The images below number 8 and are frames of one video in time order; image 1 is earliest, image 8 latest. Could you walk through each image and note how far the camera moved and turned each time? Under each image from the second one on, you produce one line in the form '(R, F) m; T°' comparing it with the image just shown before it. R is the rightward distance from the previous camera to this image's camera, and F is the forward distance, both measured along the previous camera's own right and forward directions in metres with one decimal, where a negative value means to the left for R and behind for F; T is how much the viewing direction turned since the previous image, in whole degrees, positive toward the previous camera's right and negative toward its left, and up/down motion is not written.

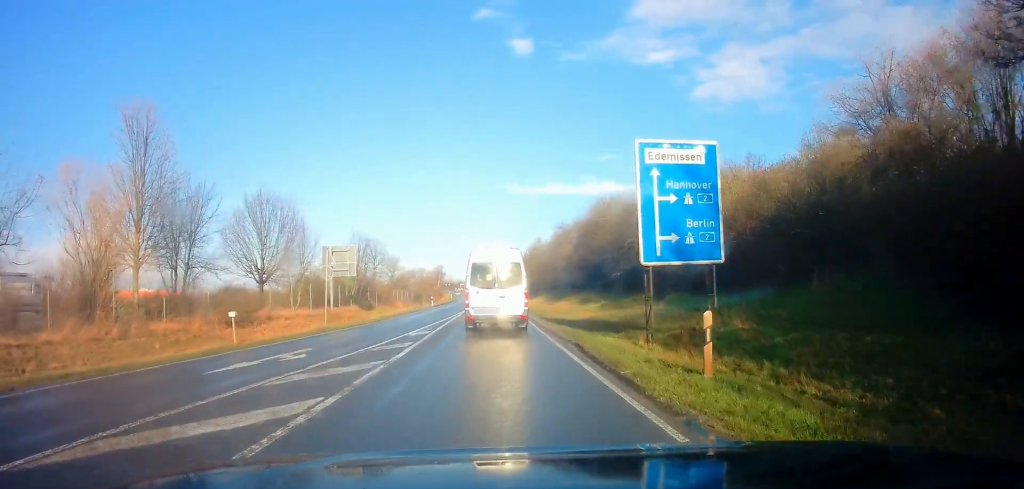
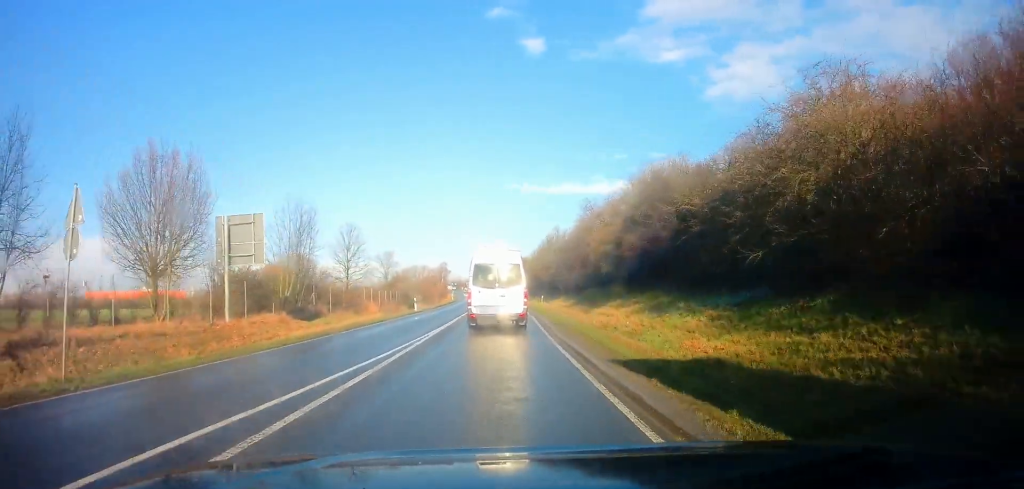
(0.0, +16.4) m; 0°
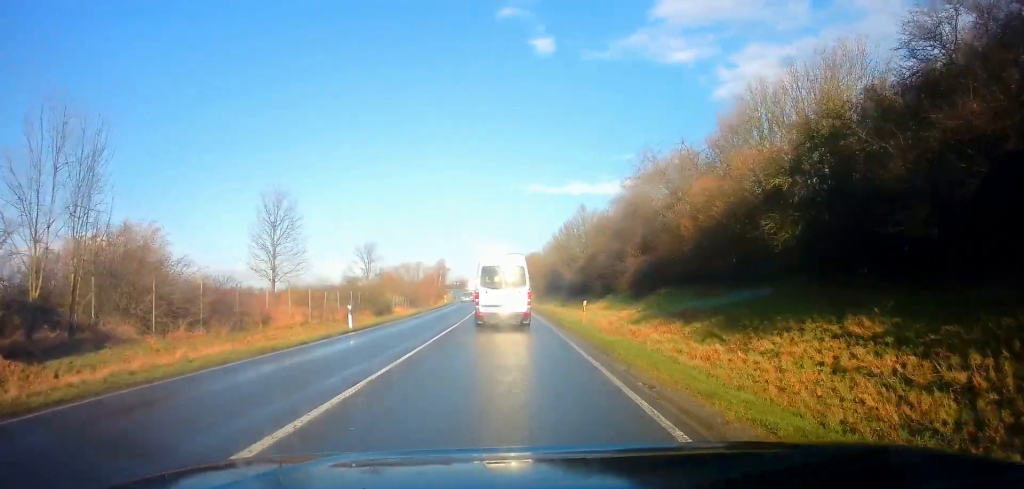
(0.0, +20.3) m; 0°
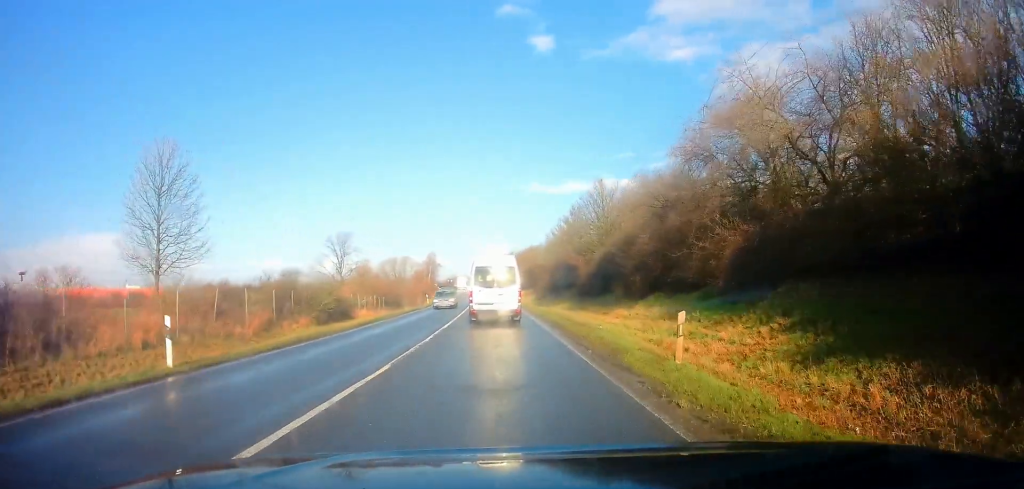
(-0.1, +13.4) m; -1°
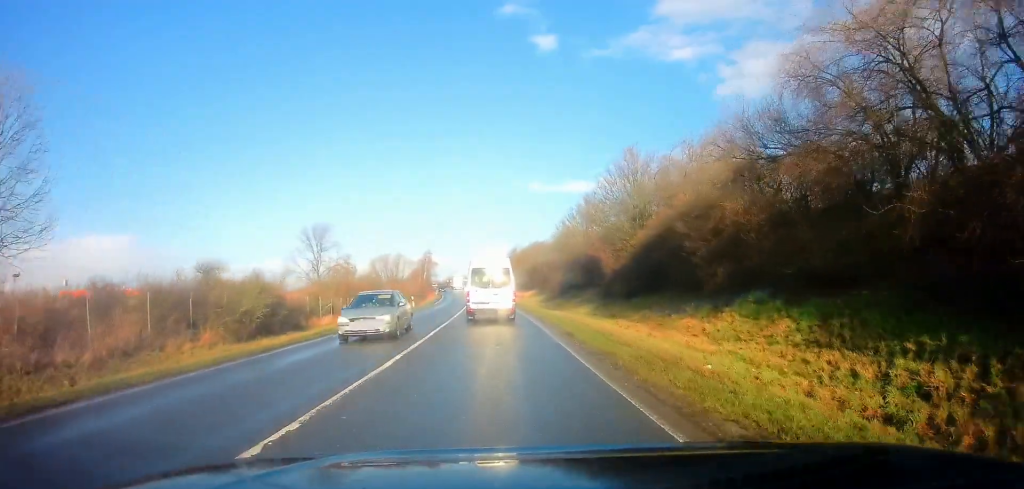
(0.0, +10.8) m; 0°
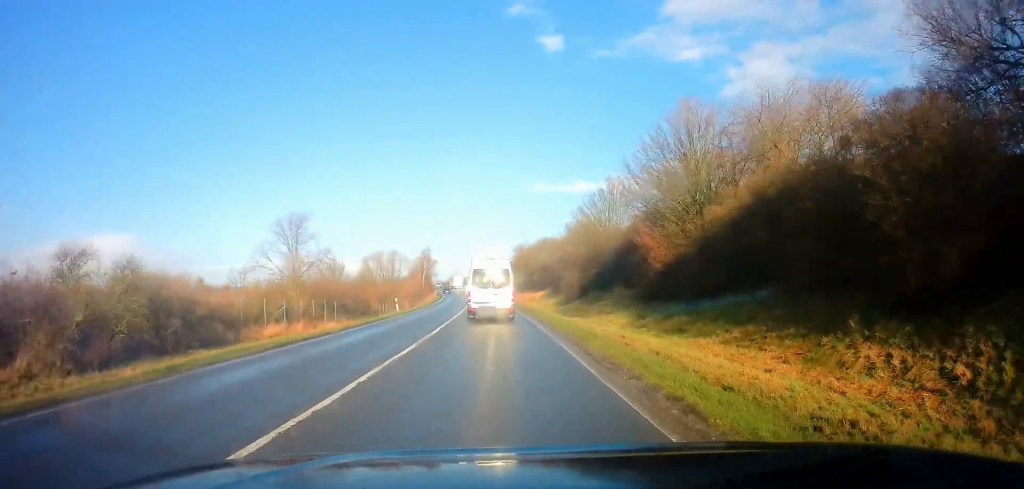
(+0.2, +10.0) m; 0°
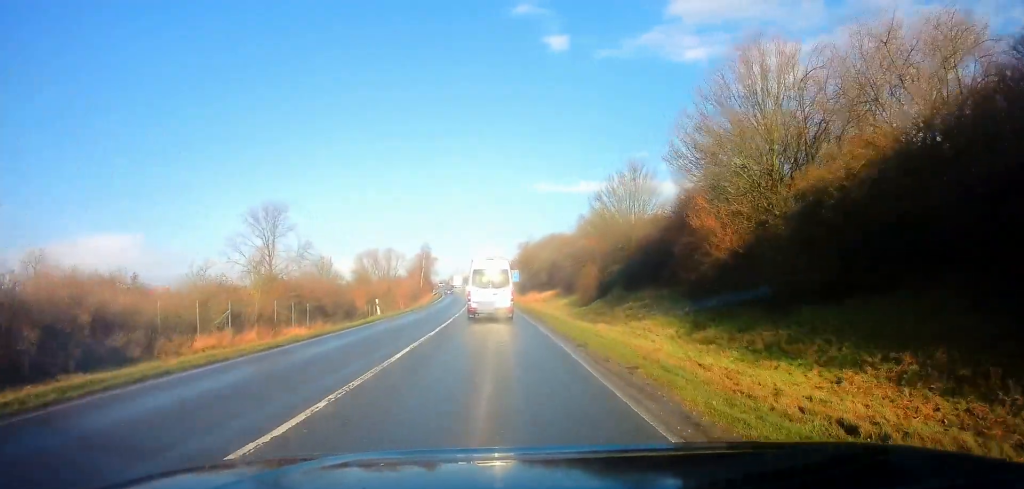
(-0.1, +7.2) m; -1°
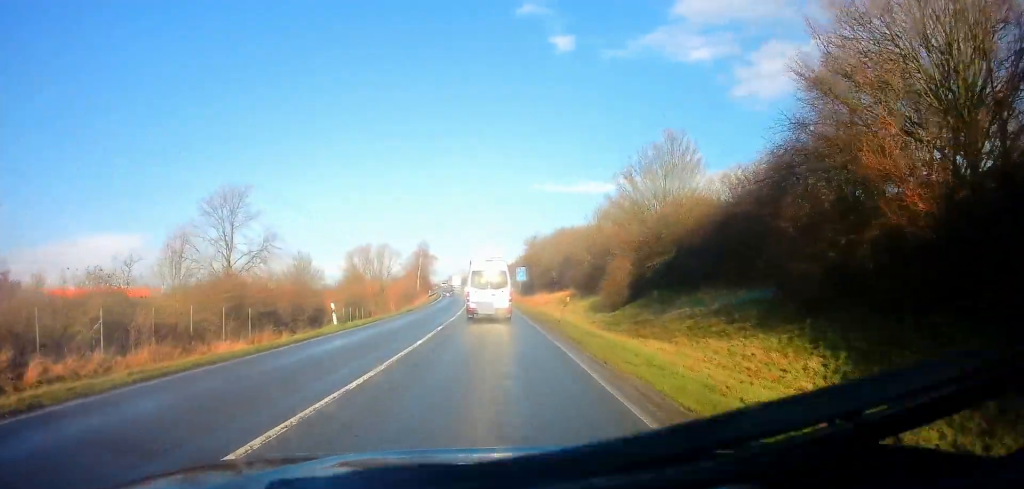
(-0.1, +9.4) m; -1°
